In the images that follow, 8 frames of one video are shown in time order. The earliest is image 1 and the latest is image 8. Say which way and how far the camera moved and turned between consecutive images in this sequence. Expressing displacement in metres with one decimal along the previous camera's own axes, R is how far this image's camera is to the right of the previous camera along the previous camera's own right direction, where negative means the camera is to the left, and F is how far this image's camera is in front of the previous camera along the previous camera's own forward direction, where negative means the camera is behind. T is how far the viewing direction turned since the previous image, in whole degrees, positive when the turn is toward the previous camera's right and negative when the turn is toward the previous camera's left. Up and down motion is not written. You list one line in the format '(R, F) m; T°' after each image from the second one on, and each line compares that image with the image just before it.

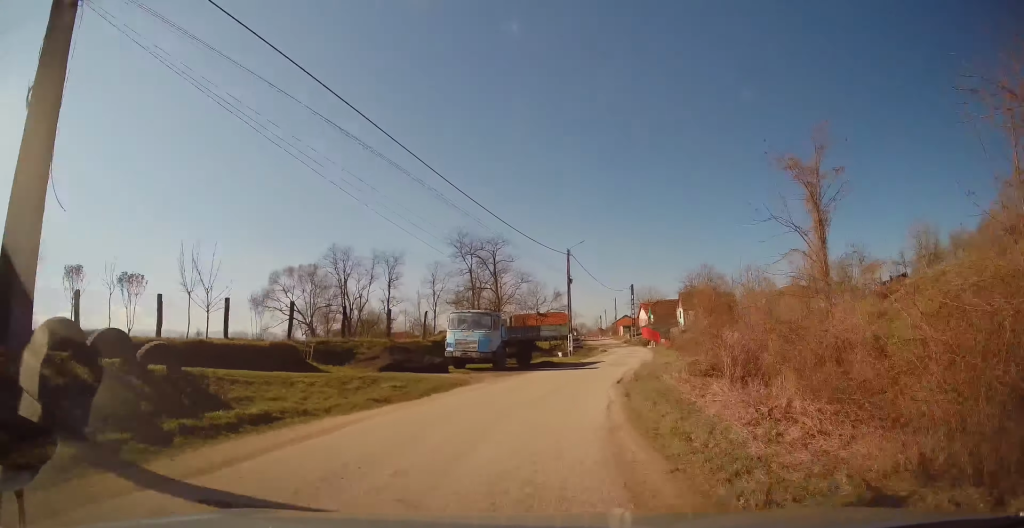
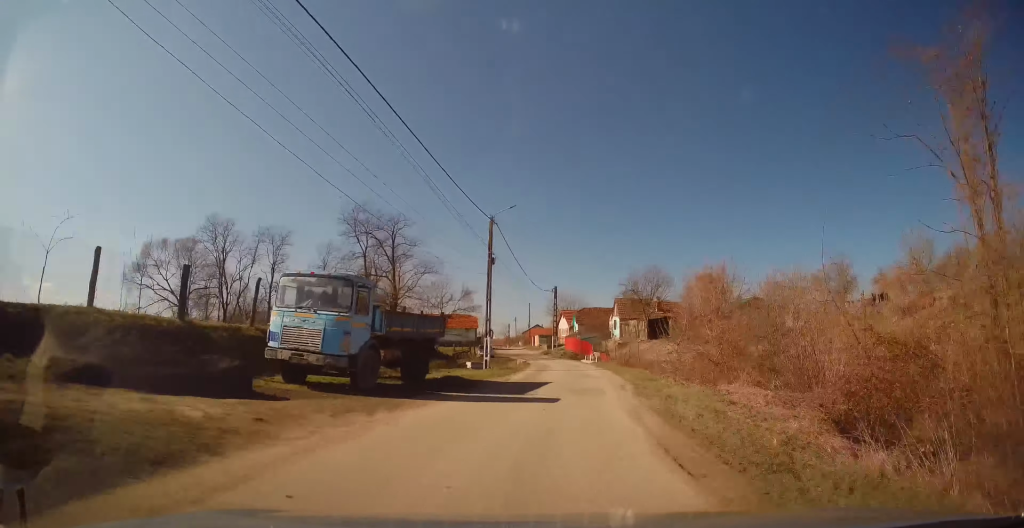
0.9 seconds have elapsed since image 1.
(+0.6, +12.6) m; +9°
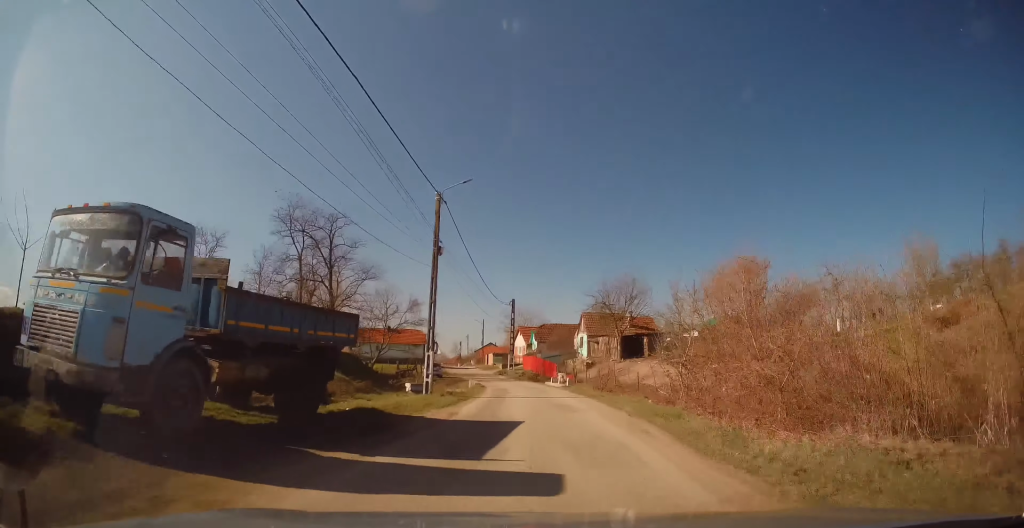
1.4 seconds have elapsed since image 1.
(+0.8, +7.1) m; +4°
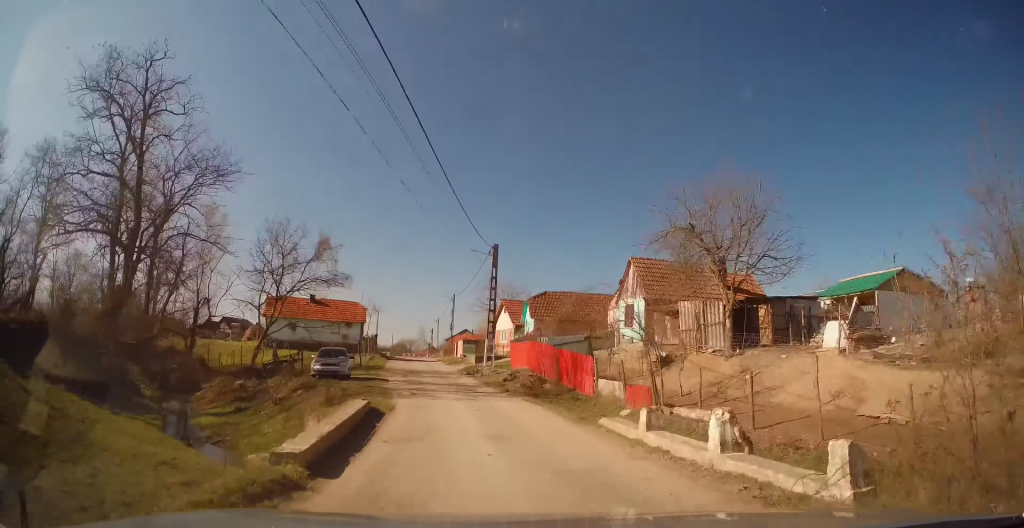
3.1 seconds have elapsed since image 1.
(+1.0, +24.8) m; 0°
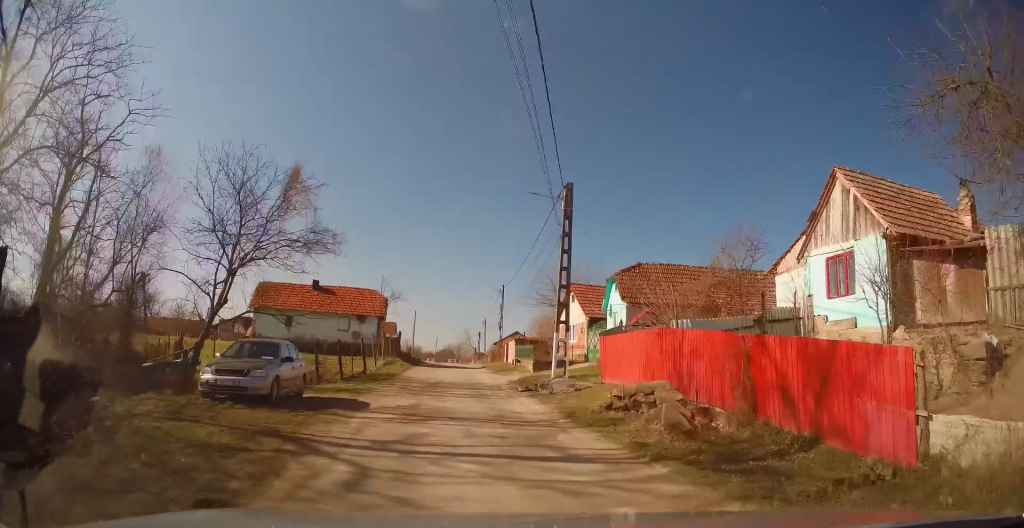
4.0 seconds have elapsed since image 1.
(-0.3, +13.1) m; -2°
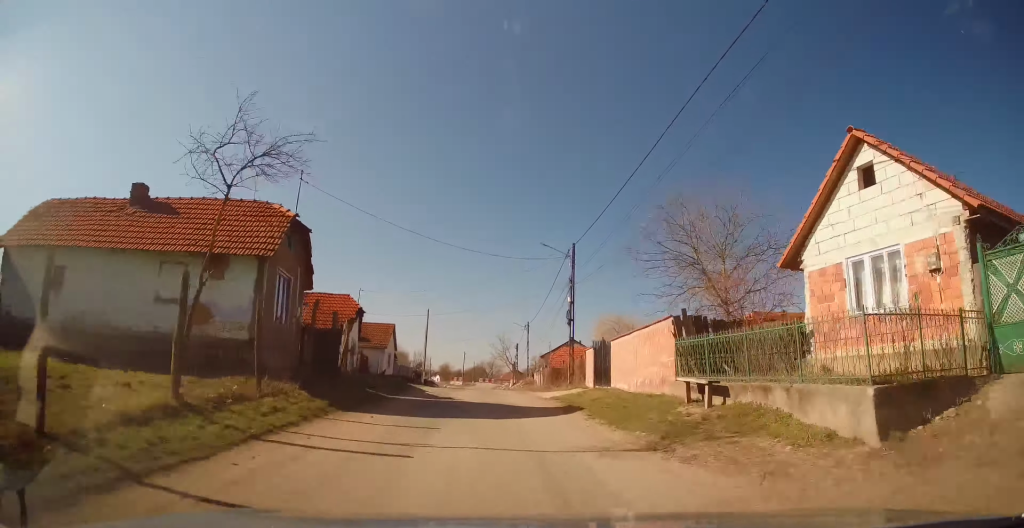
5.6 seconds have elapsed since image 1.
(-1.2, +25.5) m; -3°
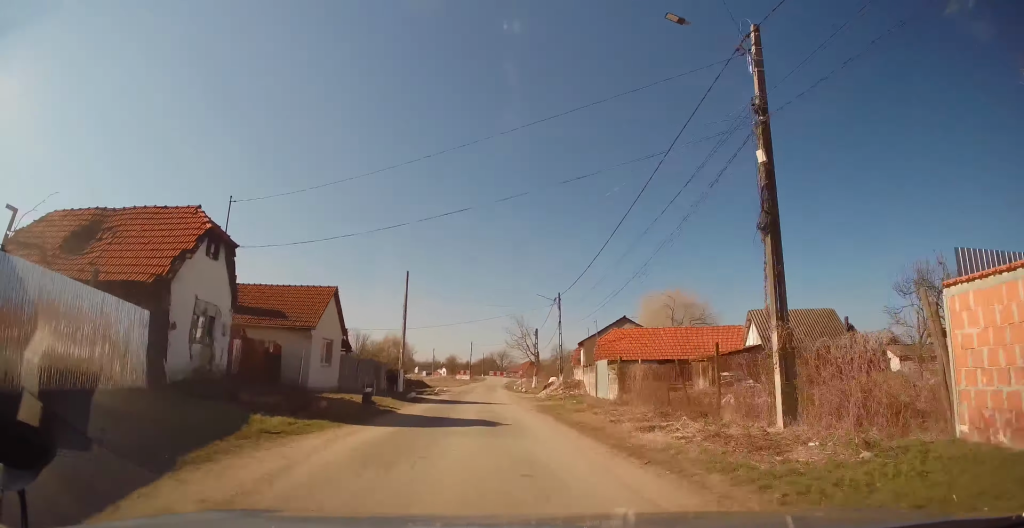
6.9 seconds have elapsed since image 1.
(+0.3, +20.6) m; 0°
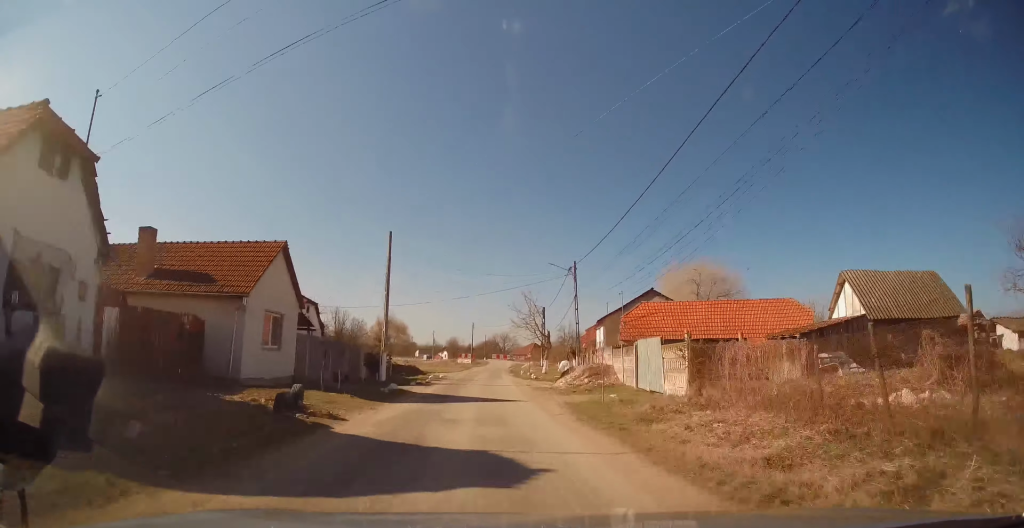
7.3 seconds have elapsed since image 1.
(-0.2, +7.2) m; 0°
